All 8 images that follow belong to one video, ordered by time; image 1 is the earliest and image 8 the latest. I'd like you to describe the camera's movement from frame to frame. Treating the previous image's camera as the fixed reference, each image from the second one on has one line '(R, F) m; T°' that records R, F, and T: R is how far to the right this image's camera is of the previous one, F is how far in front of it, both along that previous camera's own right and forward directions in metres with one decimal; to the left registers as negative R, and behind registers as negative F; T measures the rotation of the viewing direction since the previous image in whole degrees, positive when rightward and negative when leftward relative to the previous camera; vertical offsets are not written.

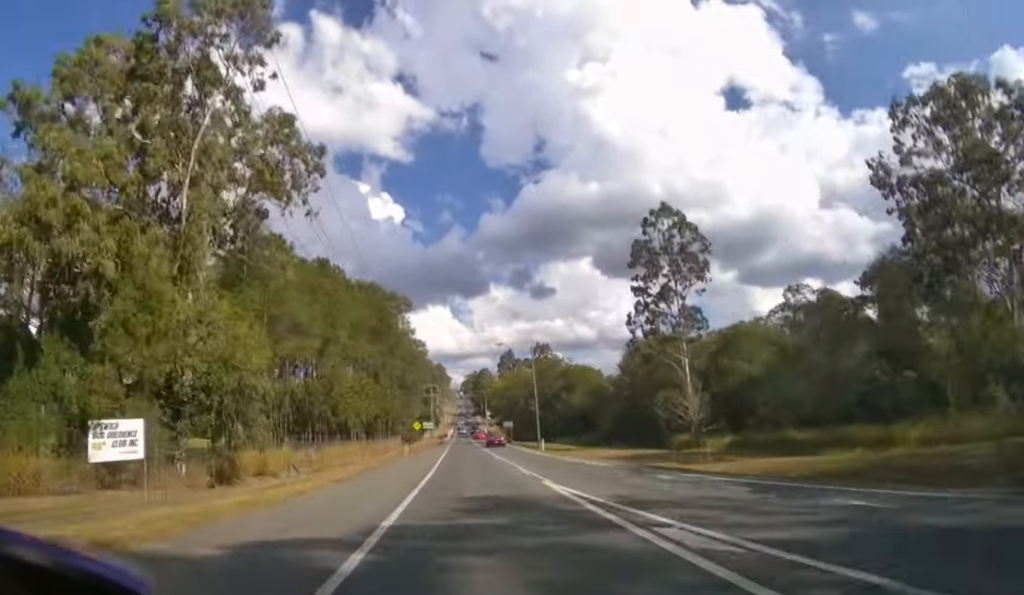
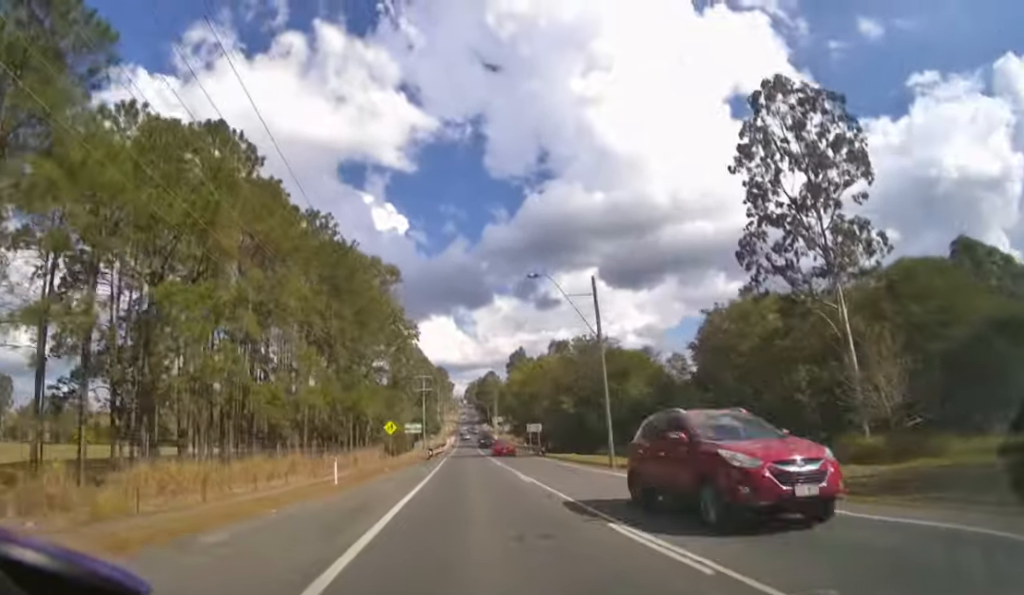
(+0.1, +23.1) m; 0°
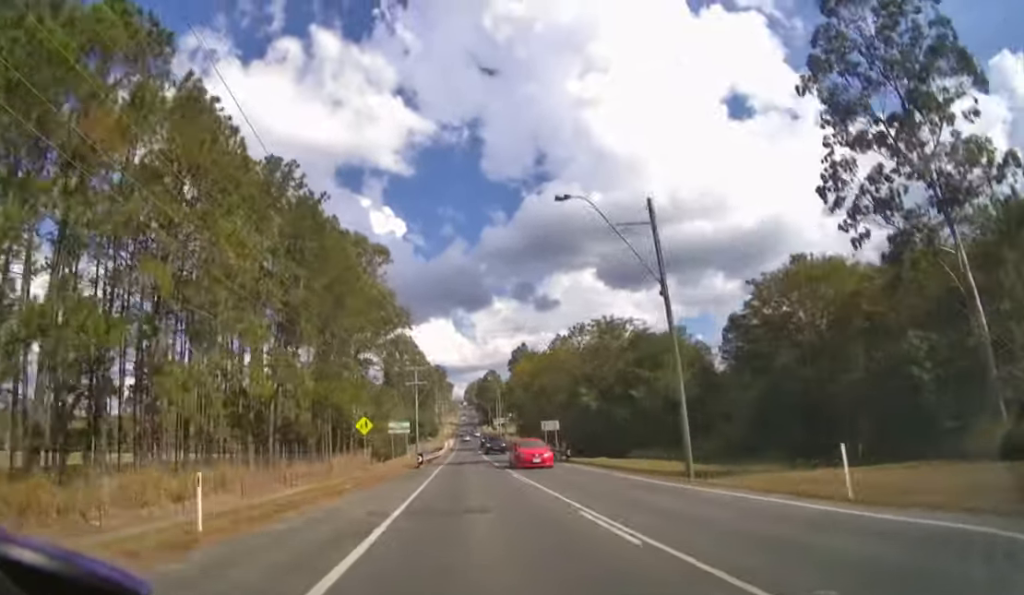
(0.0, +8.4) m; 0°
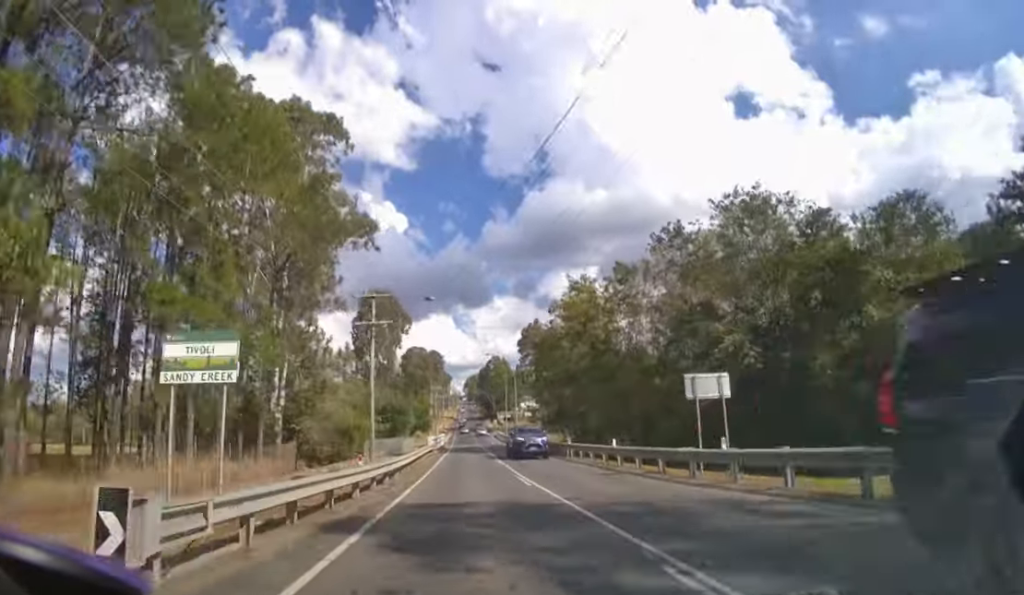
(-0.1, +26.4) m; 0°
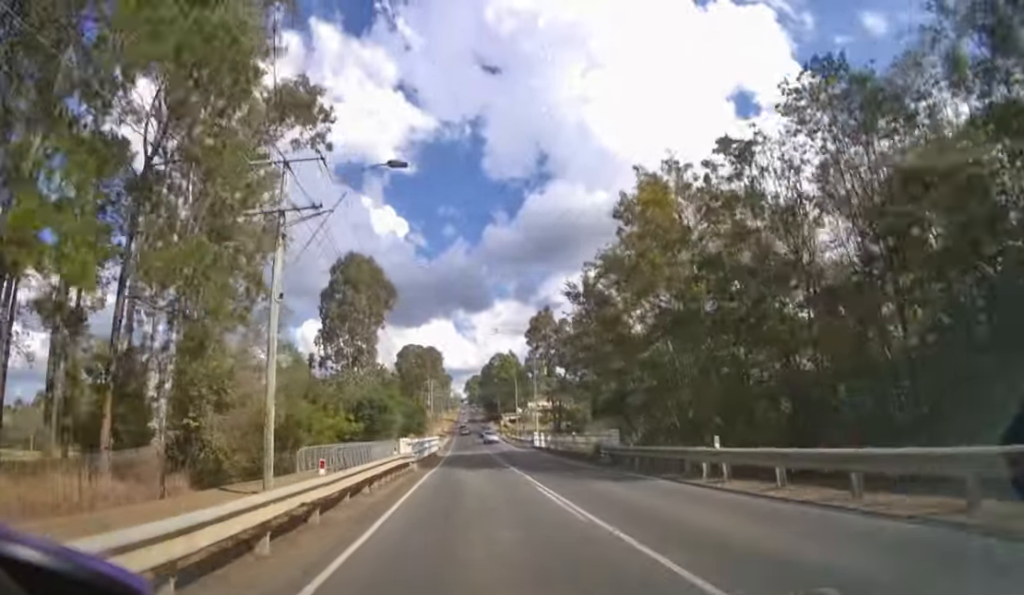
(0.0, +17.7) m; 0°
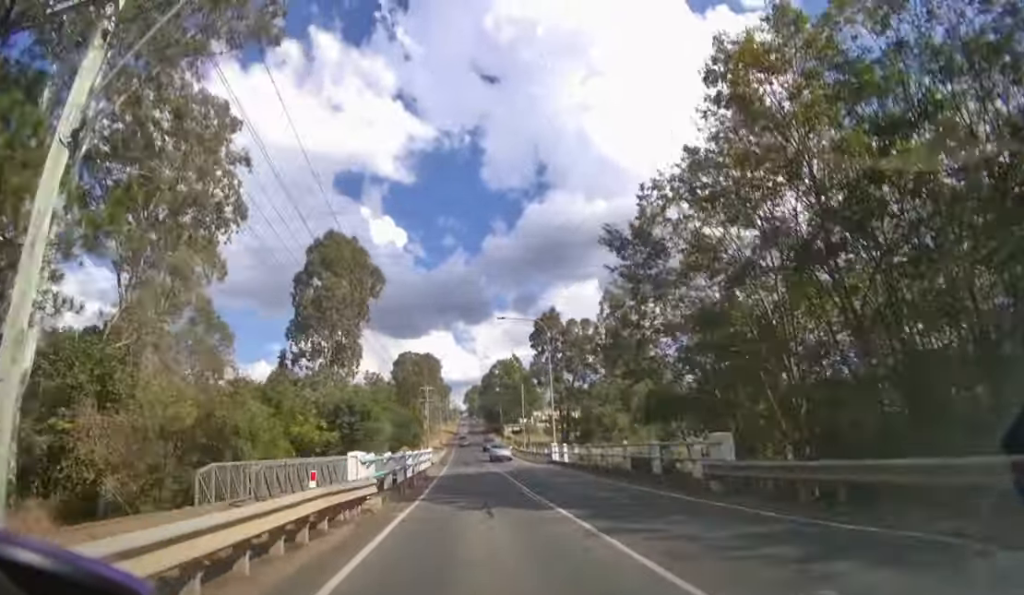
(0.0, +10.1) m; 0°
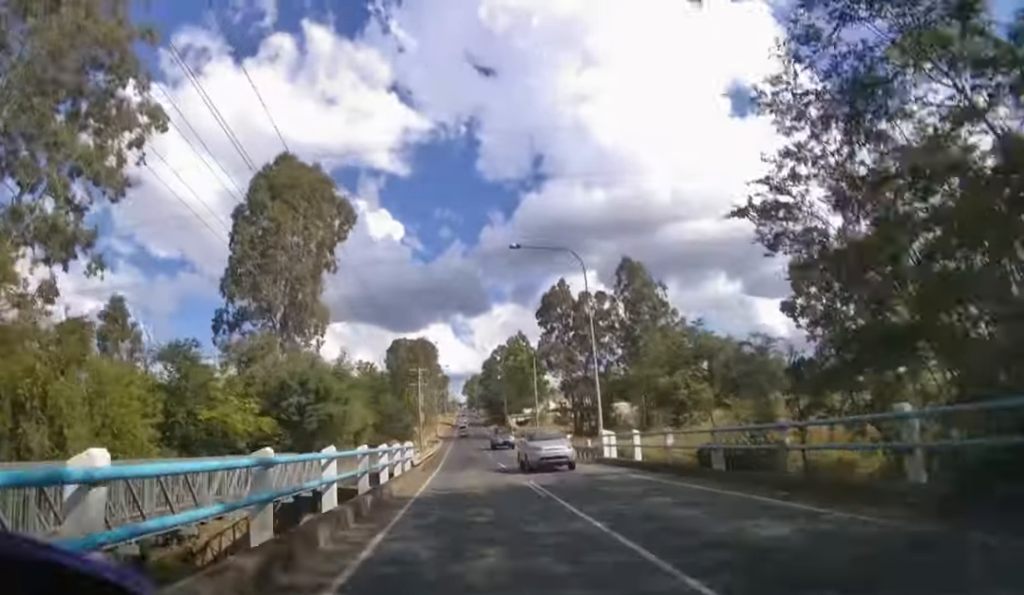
(0.0, +13.8) m; 0°
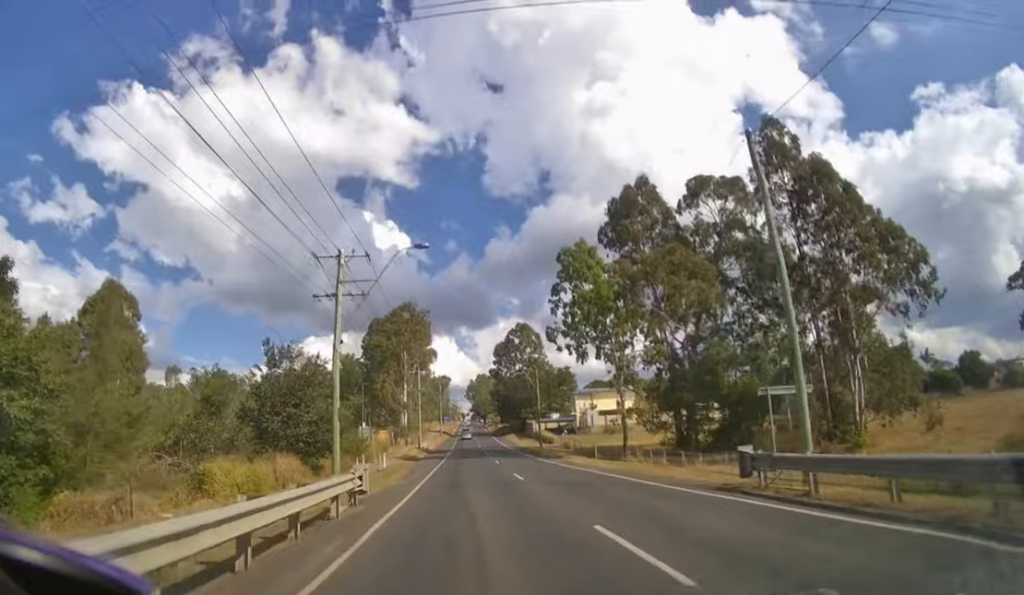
(-0.1, +45.5) m; 0°
